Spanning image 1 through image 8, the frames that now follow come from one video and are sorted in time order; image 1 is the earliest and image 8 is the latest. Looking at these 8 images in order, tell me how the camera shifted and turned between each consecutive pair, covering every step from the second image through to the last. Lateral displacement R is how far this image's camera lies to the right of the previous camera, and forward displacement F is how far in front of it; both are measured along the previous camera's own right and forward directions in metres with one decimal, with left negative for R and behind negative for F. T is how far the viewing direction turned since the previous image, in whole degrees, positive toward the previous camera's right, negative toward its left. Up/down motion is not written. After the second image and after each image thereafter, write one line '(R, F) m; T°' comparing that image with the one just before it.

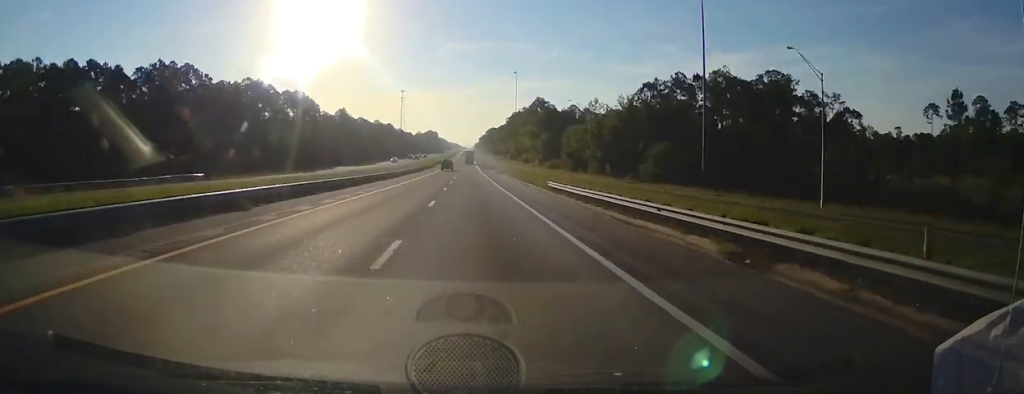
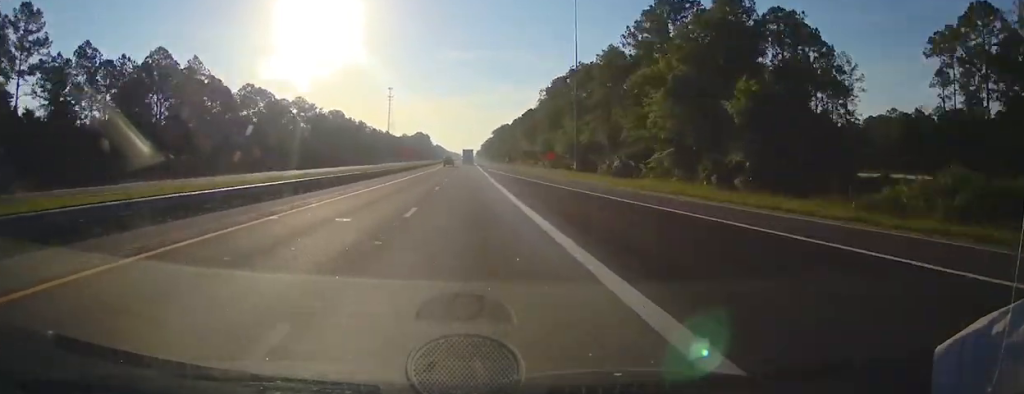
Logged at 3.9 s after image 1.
(-0.1, +111.0) m; 0°
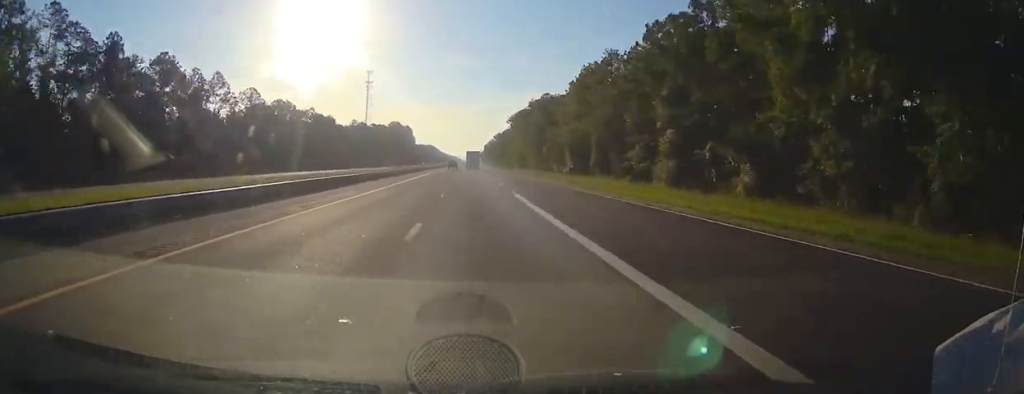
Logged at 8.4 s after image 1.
(0.0, +138.4) m; 0°
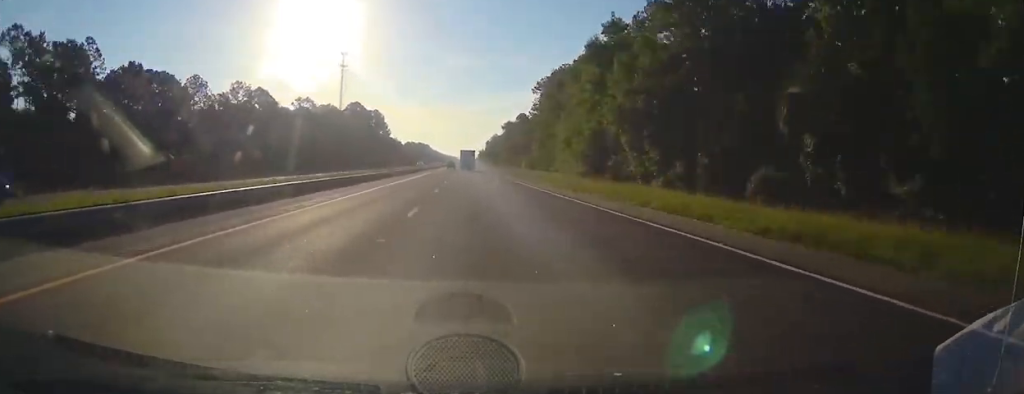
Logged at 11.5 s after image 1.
(+0.4, +96.0) m; 0°
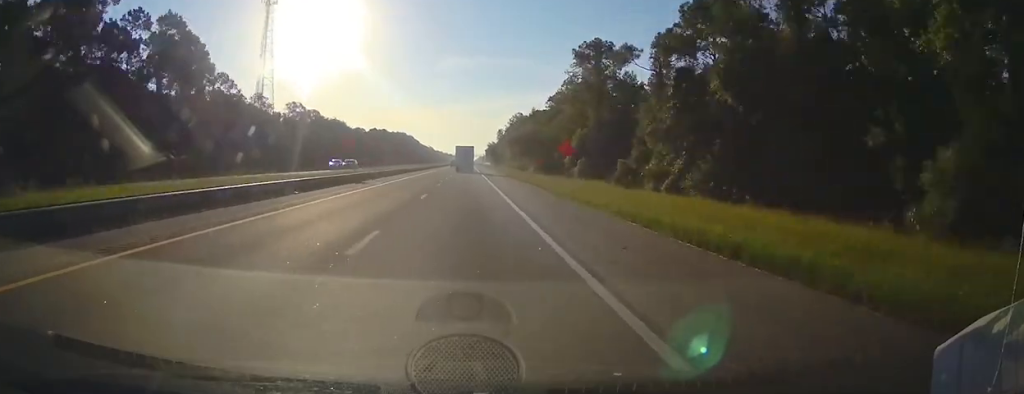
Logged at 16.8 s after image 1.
(-1.2, +169.7) m; 0°
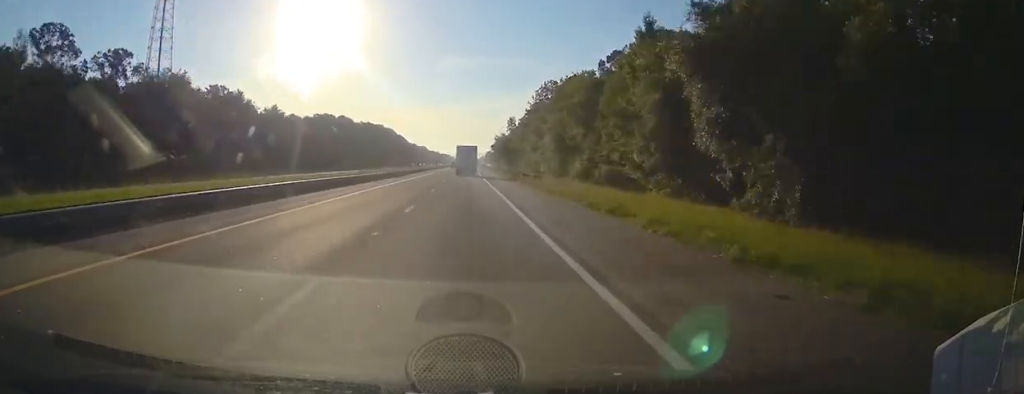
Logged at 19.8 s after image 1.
(+0.1, +94.0) m; 0°
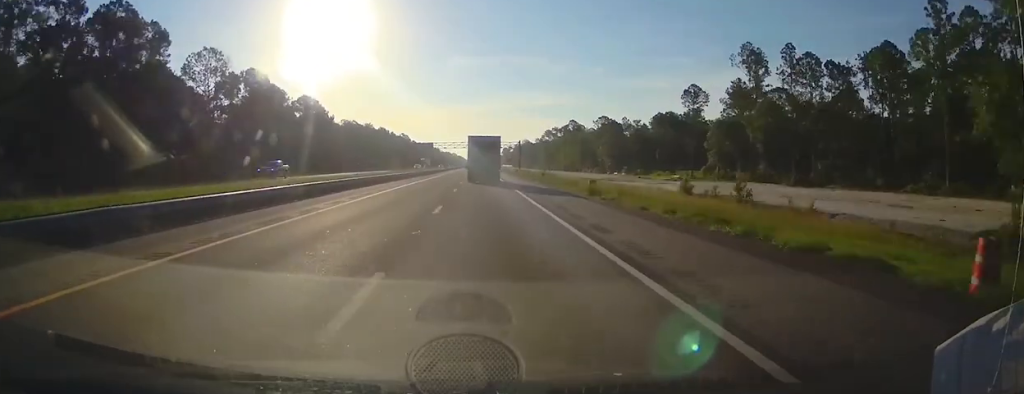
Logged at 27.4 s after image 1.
(-1.9, +245.6) m; -1°
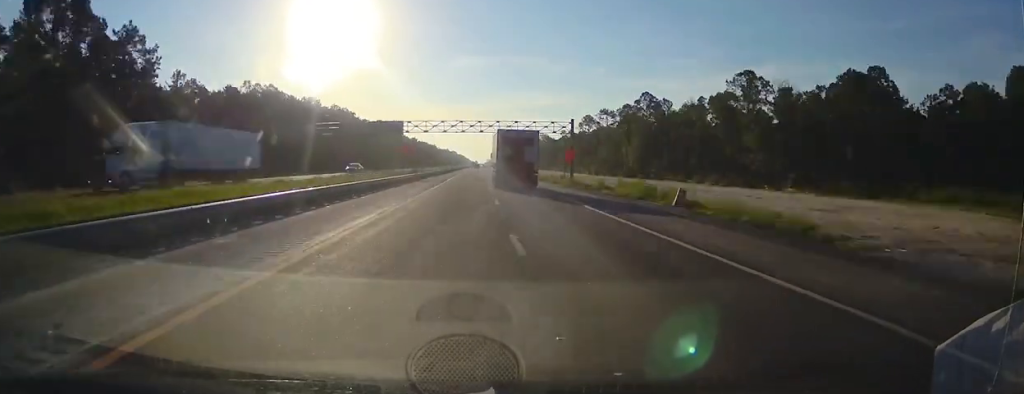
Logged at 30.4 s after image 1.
(+0.3, +99.9) m; 0°
